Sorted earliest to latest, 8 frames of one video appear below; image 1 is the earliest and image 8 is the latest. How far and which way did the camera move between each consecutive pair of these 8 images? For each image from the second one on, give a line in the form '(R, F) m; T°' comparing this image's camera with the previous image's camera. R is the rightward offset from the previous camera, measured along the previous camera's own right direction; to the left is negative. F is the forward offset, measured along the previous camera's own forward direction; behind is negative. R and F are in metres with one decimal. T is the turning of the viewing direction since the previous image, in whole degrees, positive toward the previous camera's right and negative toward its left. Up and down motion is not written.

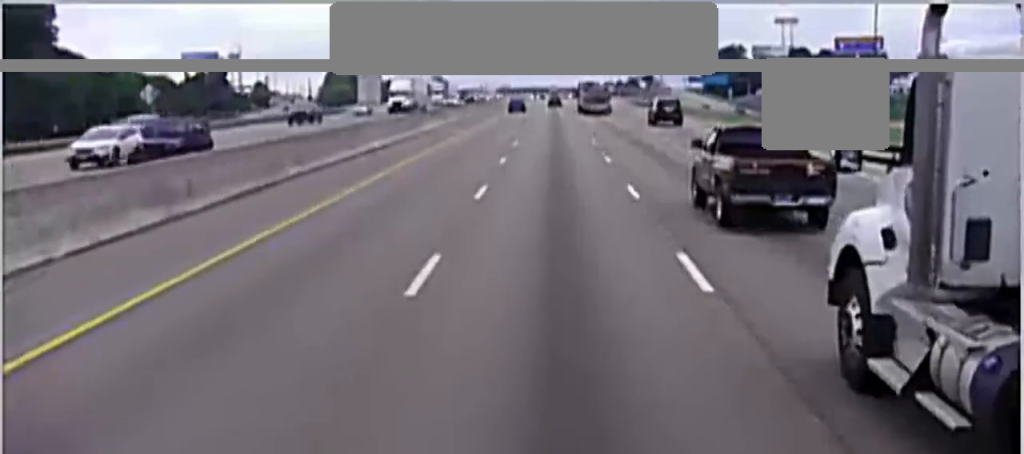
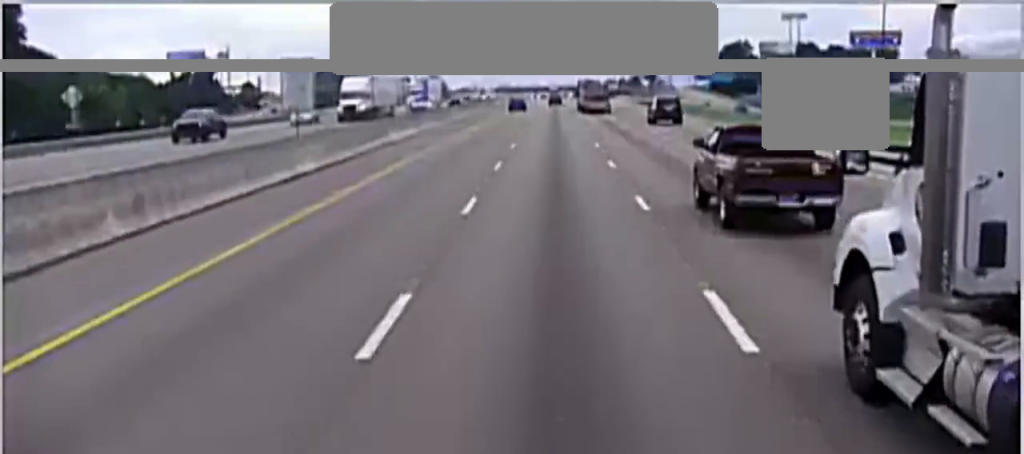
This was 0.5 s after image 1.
(0.0, +16.1) m; 0°
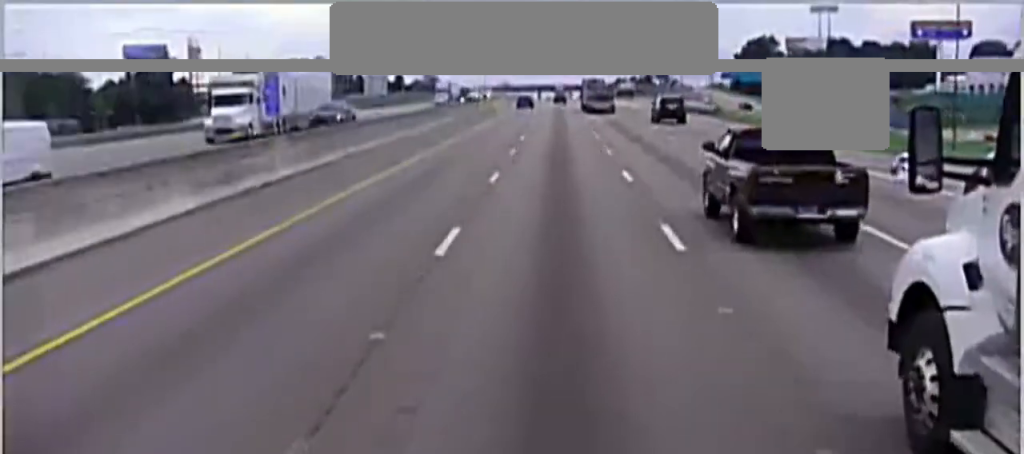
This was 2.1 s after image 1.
(-0.2, +44.9) m; 0°
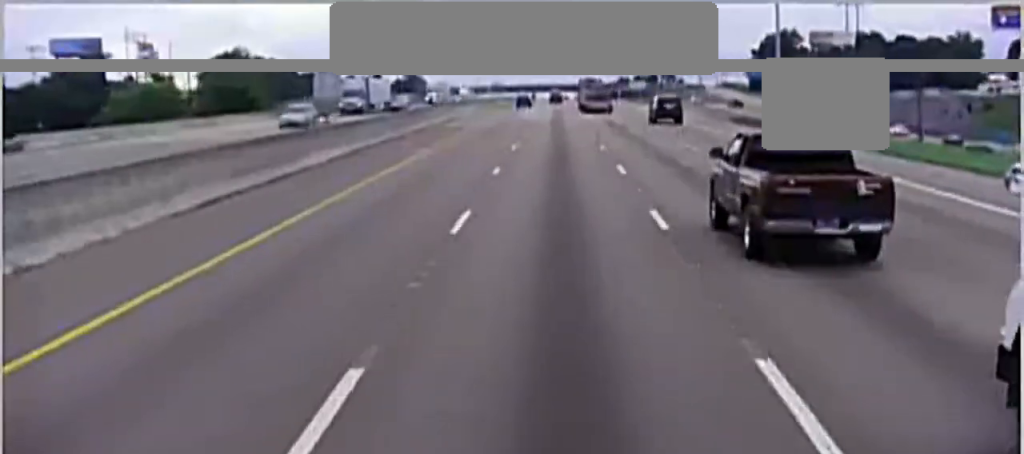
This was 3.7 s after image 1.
(0.0, +46.7) m; 0°
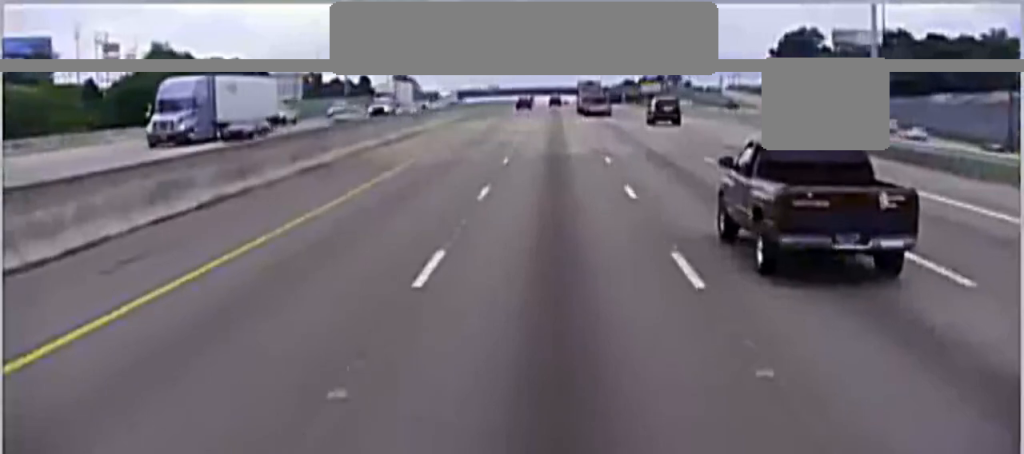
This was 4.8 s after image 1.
(+0.1, +30.3) m; 0°
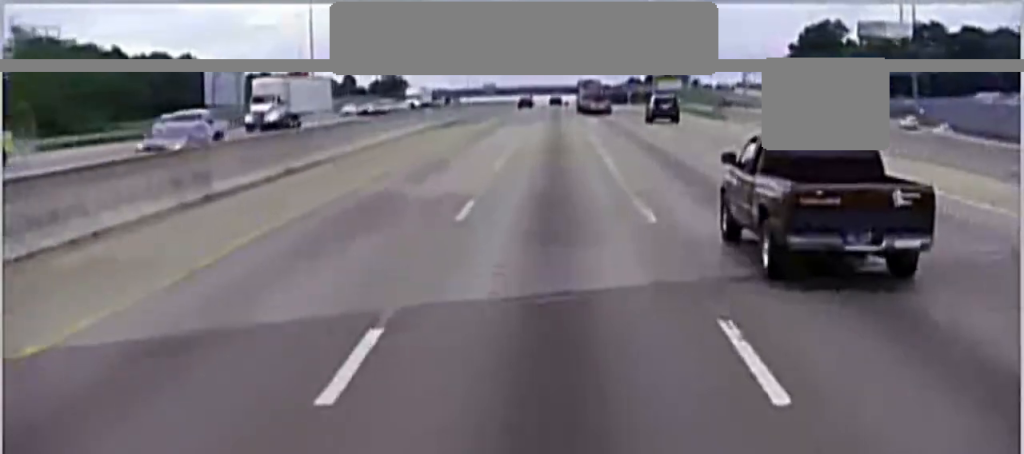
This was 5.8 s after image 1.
(0.0, +30.0) m; 0°
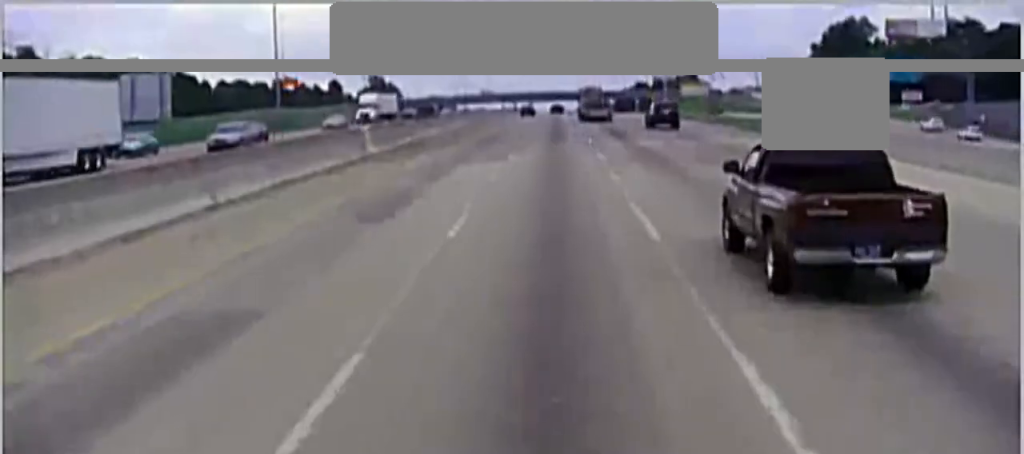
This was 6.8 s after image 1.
(0.0, +26.0) m; 0°
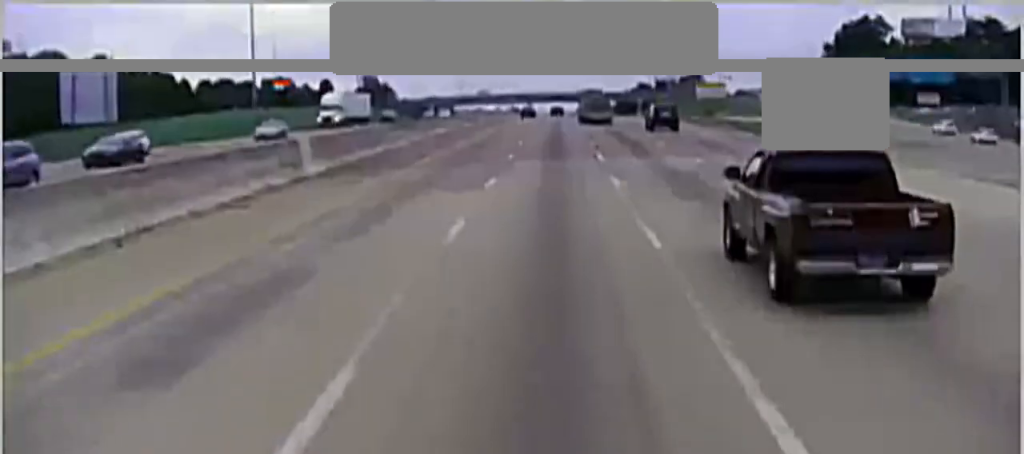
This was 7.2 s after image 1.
(0.0, +13.0) m; 0°
